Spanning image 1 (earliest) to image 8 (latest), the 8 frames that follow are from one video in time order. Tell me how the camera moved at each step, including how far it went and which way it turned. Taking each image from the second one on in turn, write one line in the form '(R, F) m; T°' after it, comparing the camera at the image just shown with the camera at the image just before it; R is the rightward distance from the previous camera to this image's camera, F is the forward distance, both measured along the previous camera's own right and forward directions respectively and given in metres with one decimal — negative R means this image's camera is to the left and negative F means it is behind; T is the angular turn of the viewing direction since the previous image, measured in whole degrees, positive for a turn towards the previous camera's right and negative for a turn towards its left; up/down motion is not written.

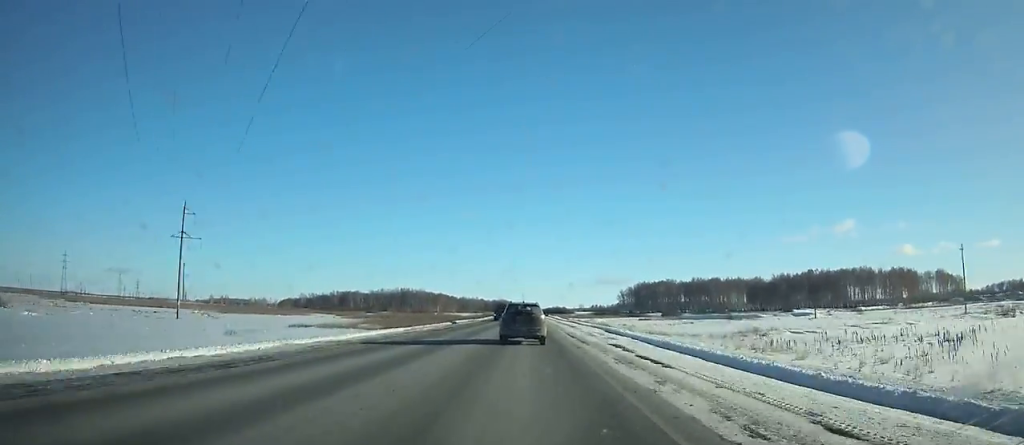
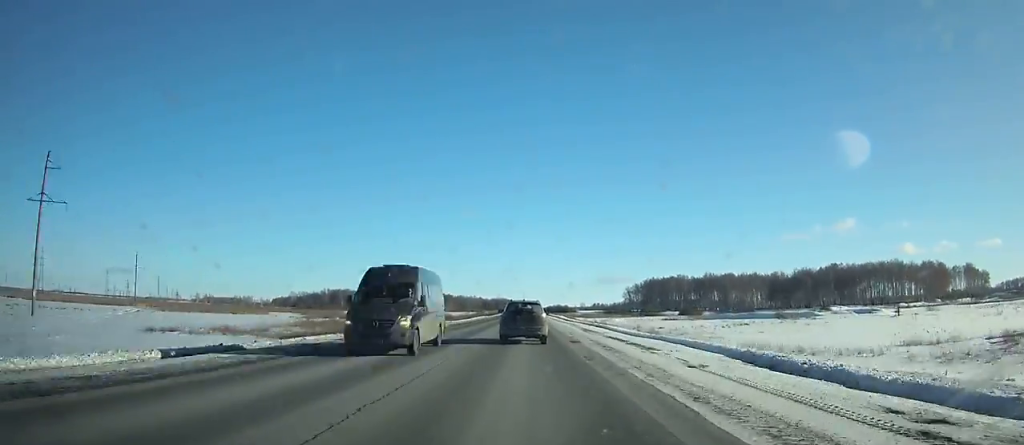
(0.0, +34.8) m; 0°
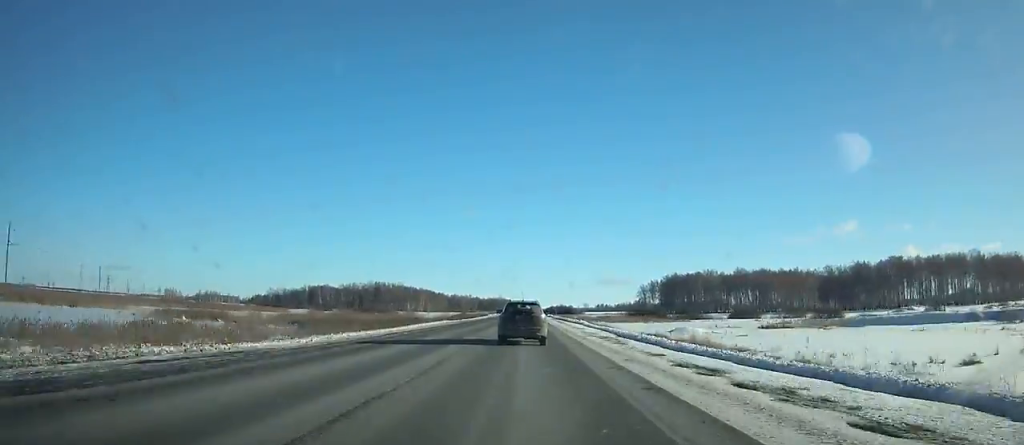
(0.0, +67.5) m; 0°
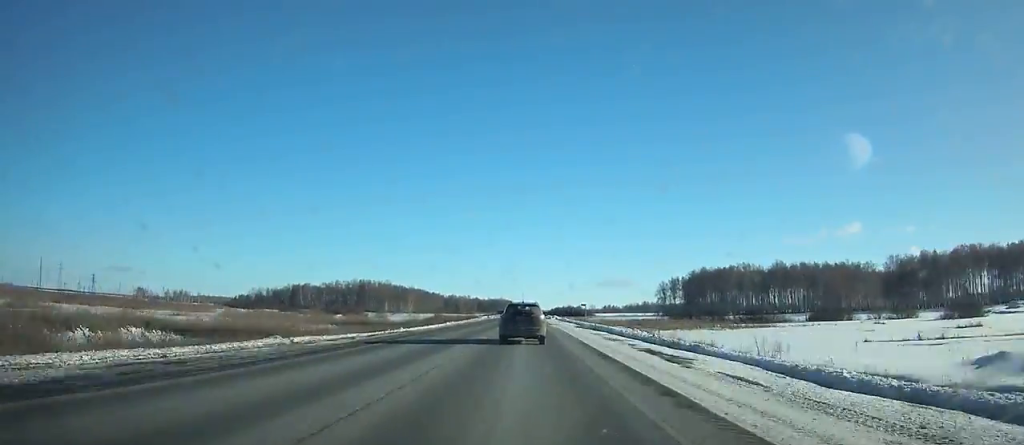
(-0.1, +58.2) m; 0°
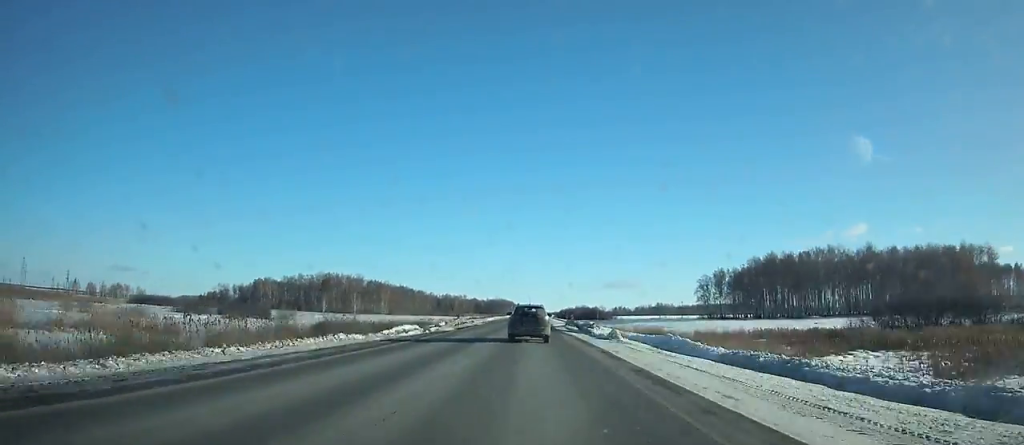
(-0.3, +85.7) m; 0°
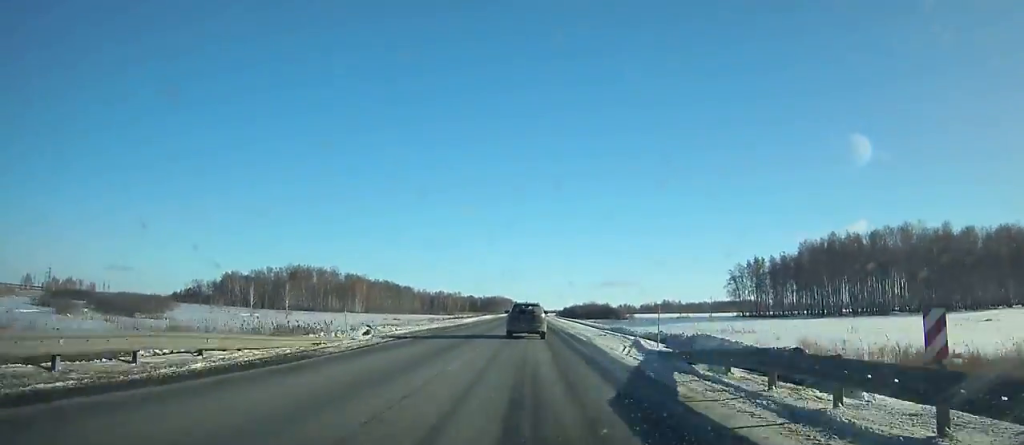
(-0.1, +47.7) m; 0°
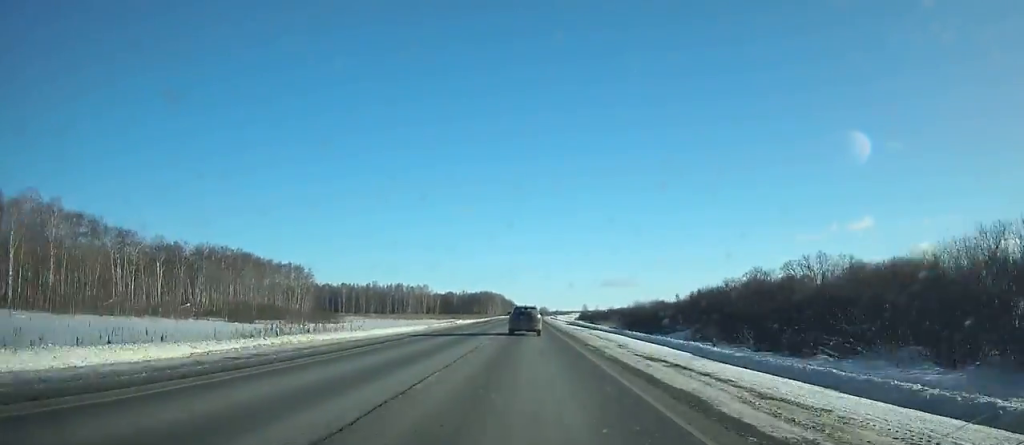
(+1.2, +210.5) m; +1°
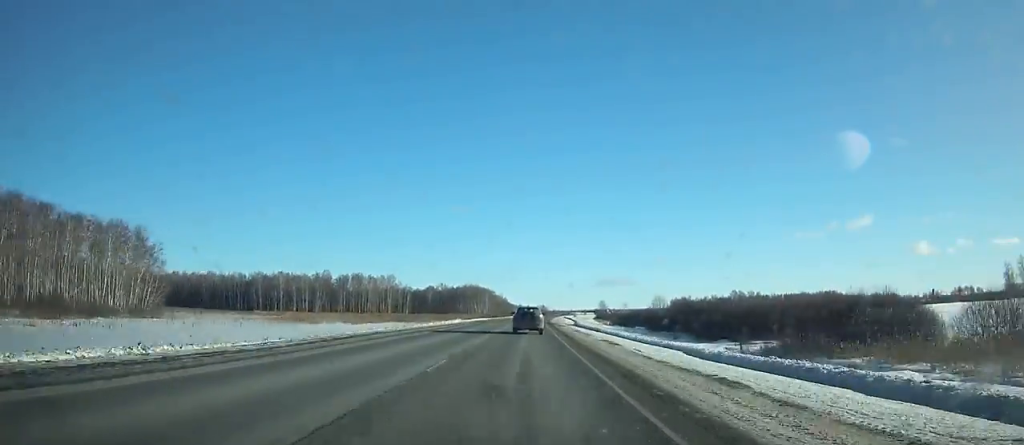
(+0.1, +99.4) m; 0°
